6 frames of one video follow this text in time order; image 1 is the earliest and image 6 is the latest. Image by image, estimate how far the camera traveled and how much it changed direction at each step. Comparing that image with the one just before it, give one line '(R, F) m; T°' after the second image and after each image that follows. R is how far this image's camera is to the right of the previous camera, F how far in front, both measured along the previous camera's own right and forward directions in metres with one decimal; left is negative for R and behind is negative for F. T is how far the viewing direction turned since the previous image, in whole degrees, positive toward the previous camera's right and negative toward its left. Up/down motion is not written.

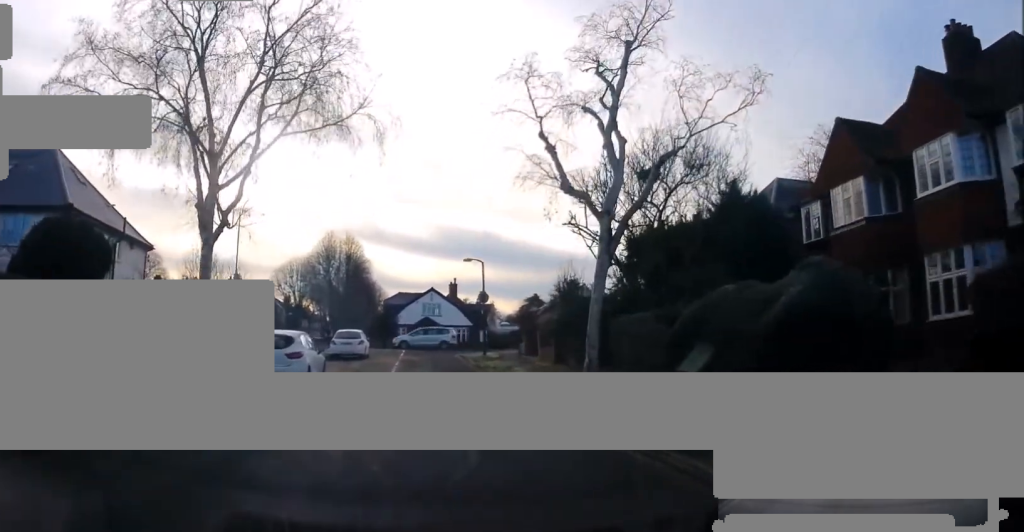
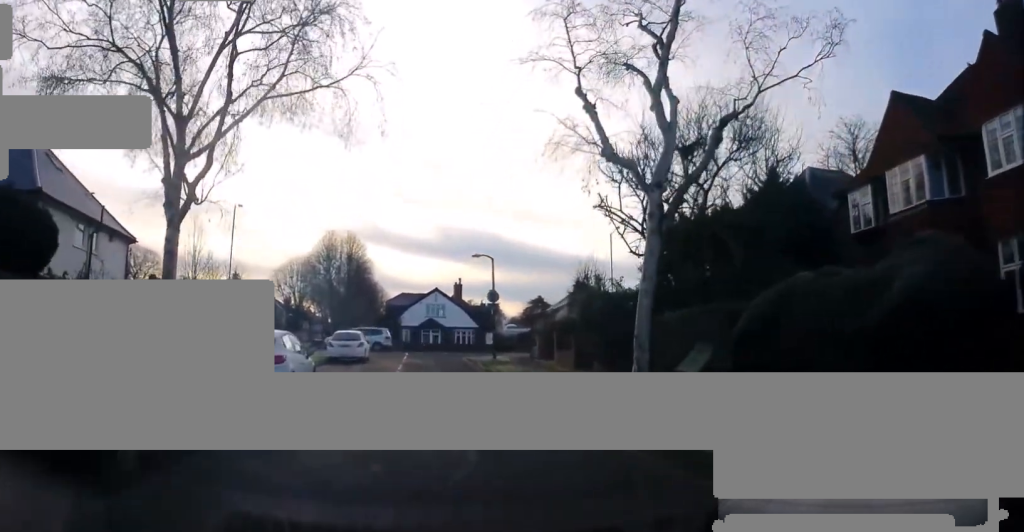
(-0.2, +2.3) m; +2°
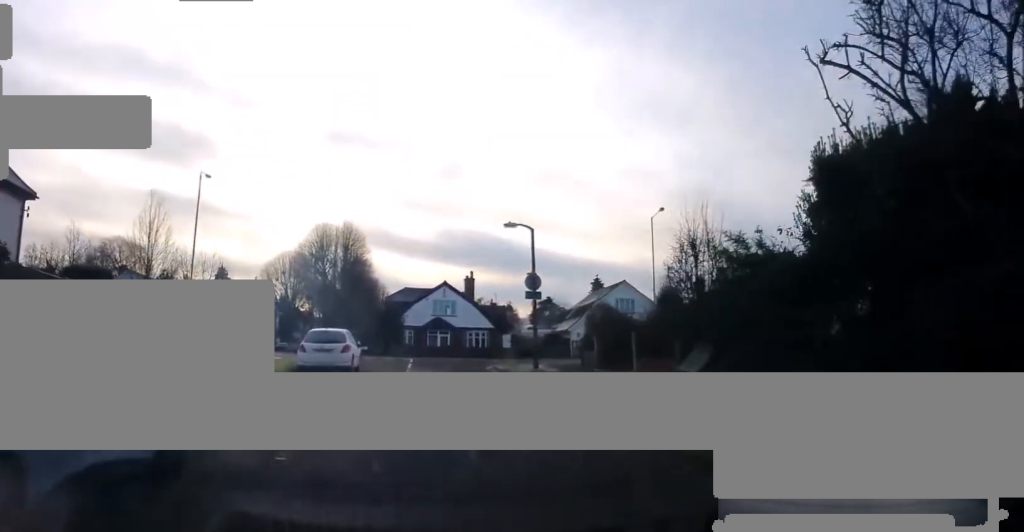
(+0.9, +8.8) m; +6°
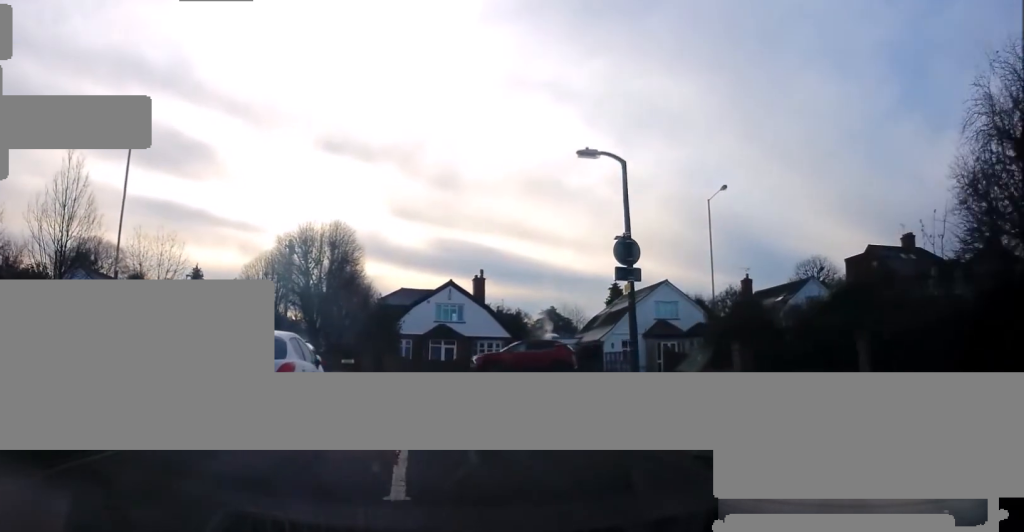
(-0.2, +9.9) m; -1°
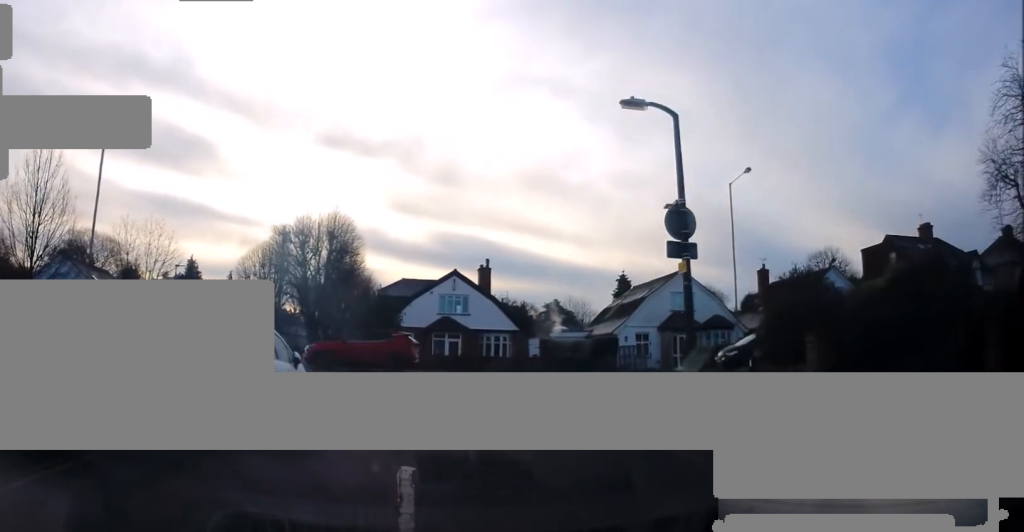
(0.0, +2.8) m; +1°
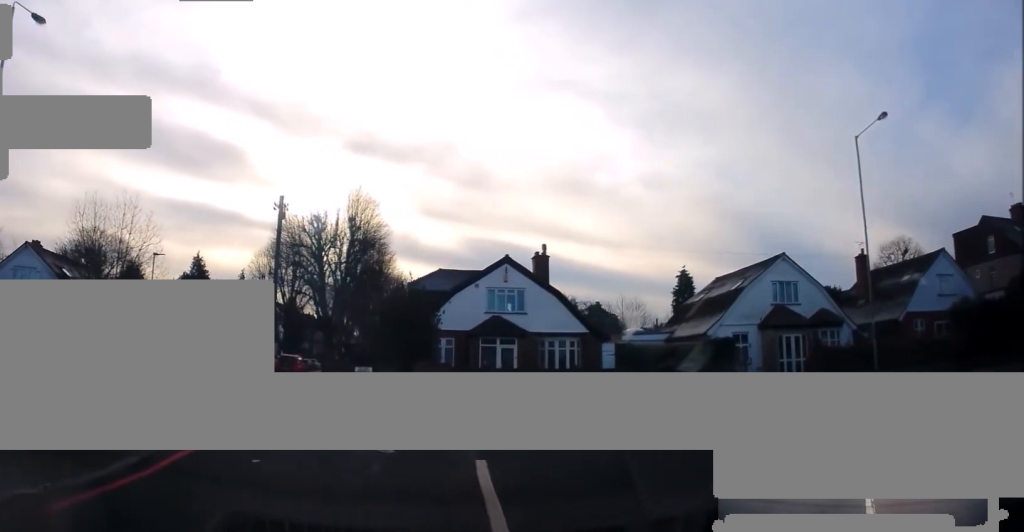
(-0.6, +9.4) m; -8°
